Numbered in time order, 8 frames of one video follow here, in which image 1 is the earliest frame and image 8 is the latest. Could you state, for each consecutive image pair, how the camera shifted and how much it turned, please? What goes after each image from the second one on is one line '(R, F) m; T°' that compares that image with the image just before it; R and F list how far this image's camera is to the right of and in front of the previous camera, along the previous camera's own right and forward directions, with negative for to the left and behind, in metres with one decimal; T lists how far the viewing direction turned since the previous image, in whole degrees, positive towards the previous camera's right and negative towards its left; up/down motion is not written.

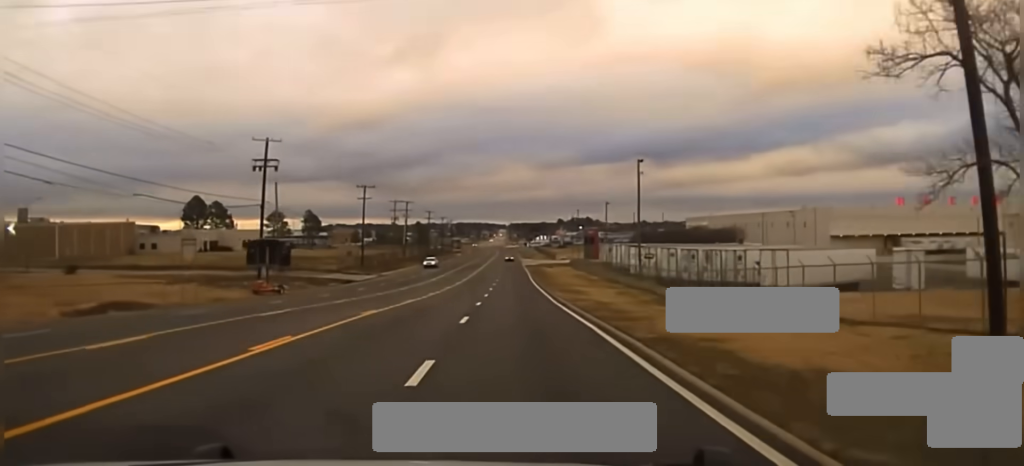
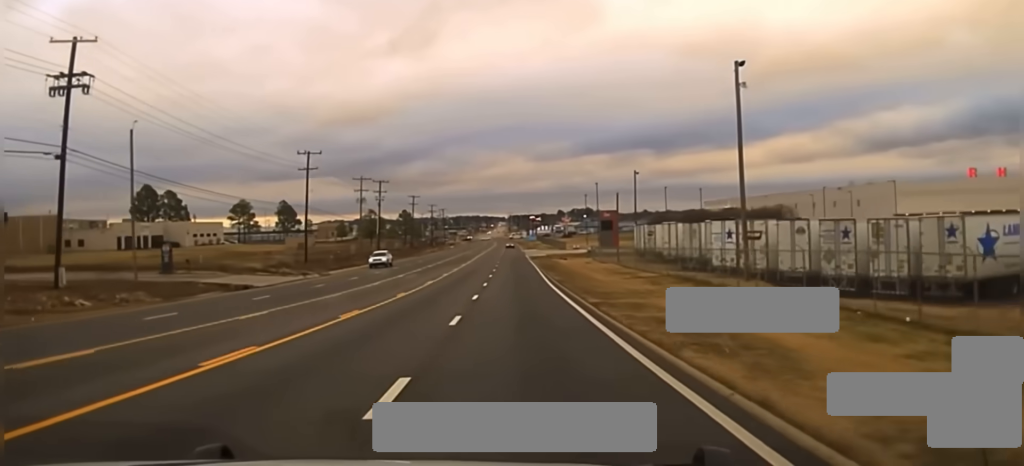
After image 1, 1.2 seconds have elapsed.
(+0.2, +34.5) m; 0°
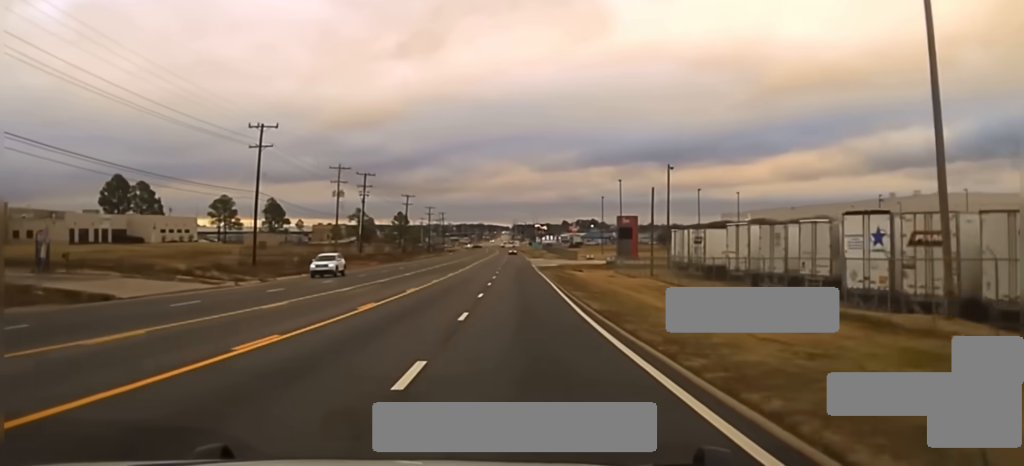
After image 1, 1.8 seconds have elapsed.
(0.0, +19.4) m; 0°
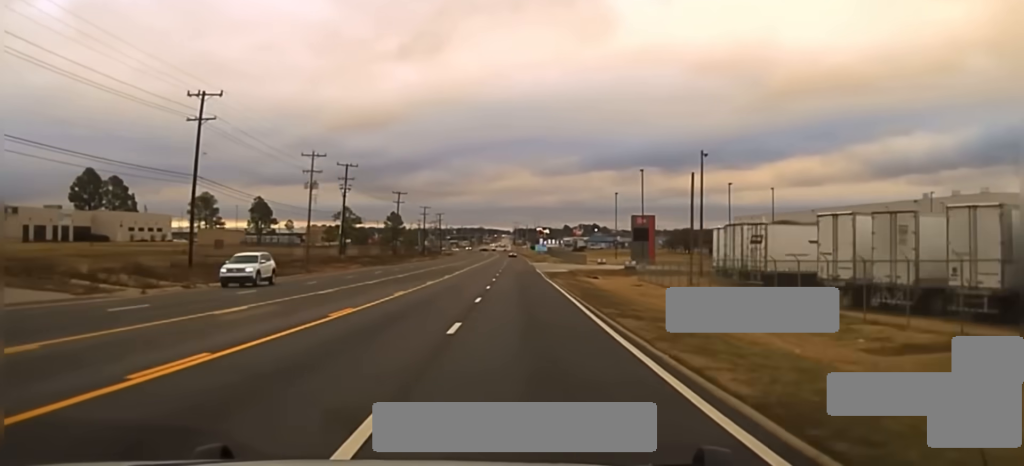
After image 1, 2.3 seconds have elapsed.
(0.0, +16.5) m; 0°
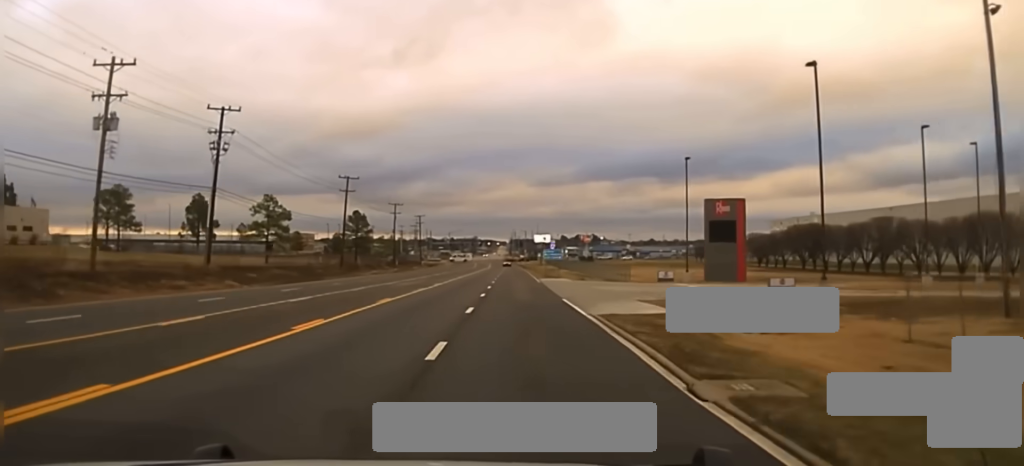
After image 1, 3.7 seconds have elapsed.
(+0.1, +52.4) m; 0°
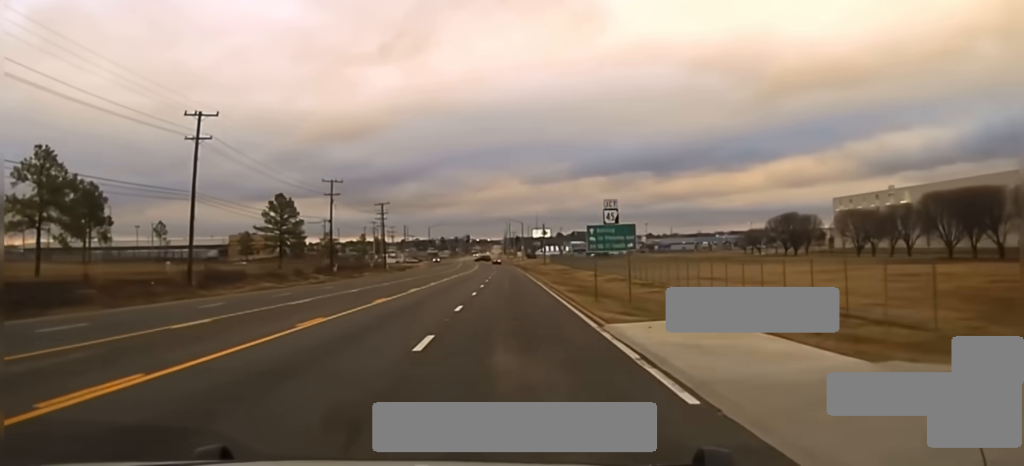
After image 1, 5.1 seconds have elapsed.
(-0.4, +65.3) m; -1°
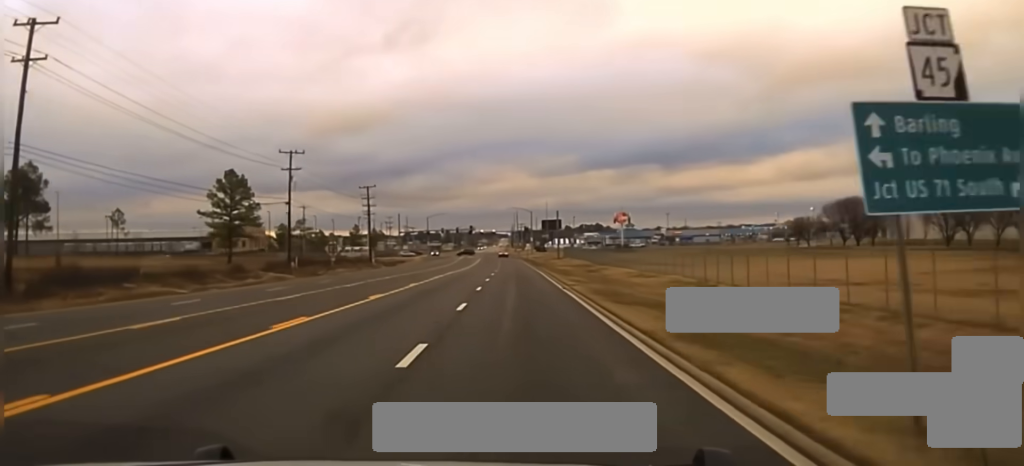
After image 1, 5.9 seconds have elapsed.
(-0.2, +31.7) m; 0°
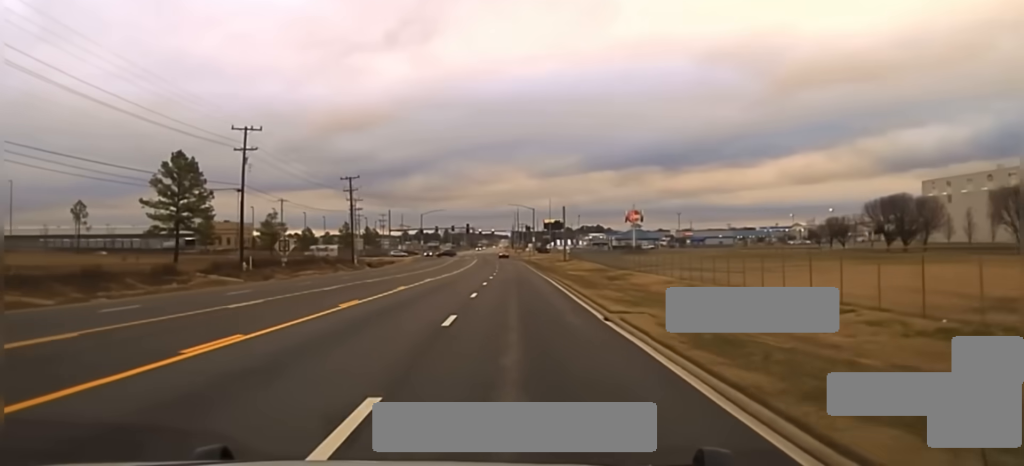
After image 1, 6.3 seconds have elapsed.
(+0.1, +18.1) m; 0°
